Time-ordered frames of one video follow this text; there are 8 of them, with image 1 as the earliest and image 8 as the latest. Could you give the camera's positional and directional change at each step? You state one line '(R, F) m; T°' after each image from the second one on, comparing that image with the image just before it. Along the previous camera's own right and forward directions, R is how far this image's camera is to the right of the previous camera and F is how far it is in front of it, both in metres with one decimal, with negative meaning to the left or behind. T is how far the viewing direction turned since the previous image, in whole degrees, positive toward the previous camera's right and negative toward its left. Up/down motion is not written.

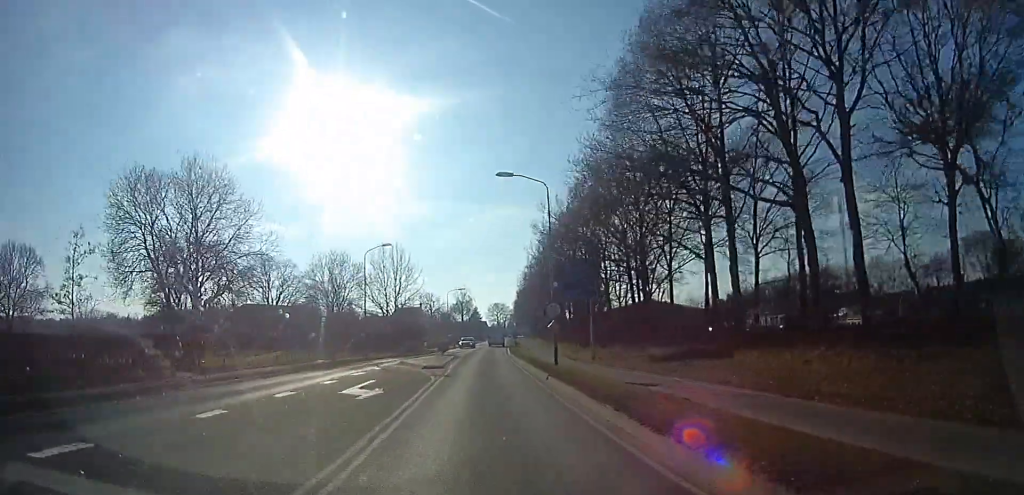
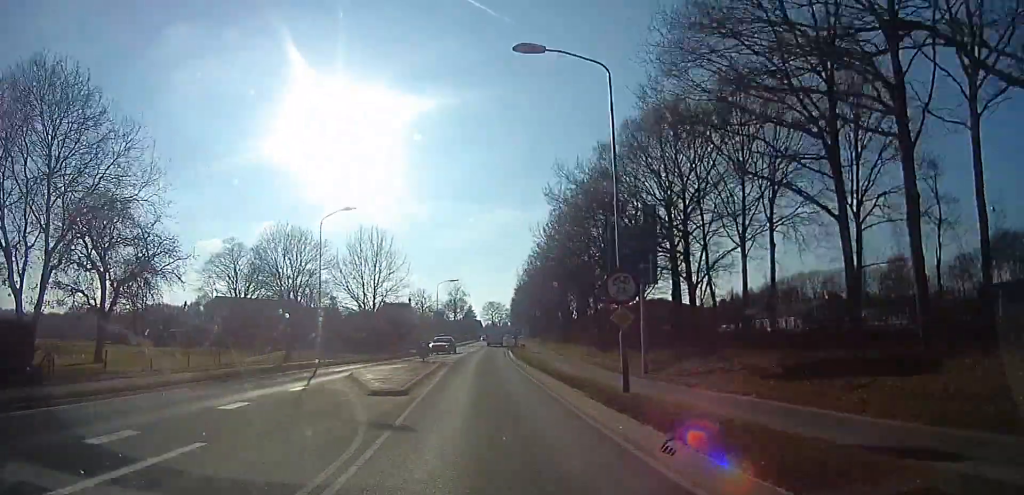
(0.0, +10.2) m; 0°
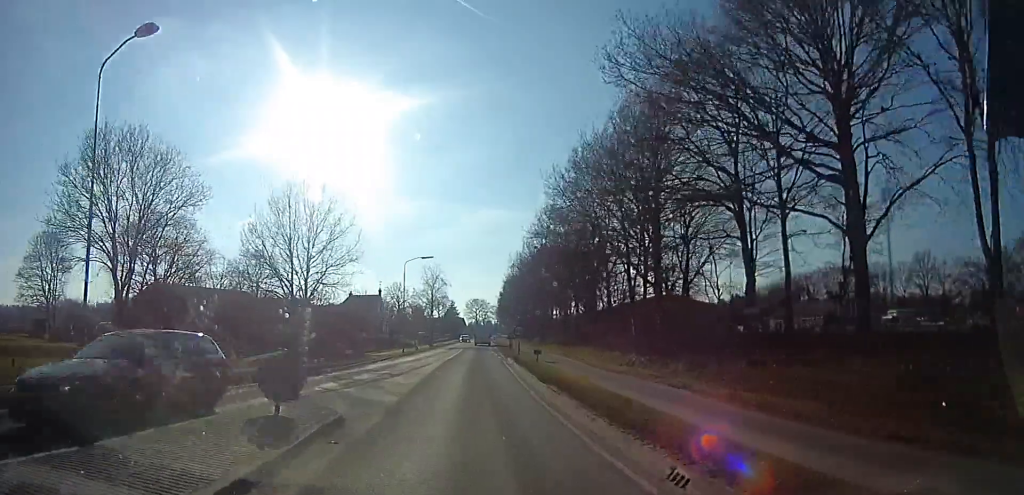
(0.0, +17.1) m; 0°
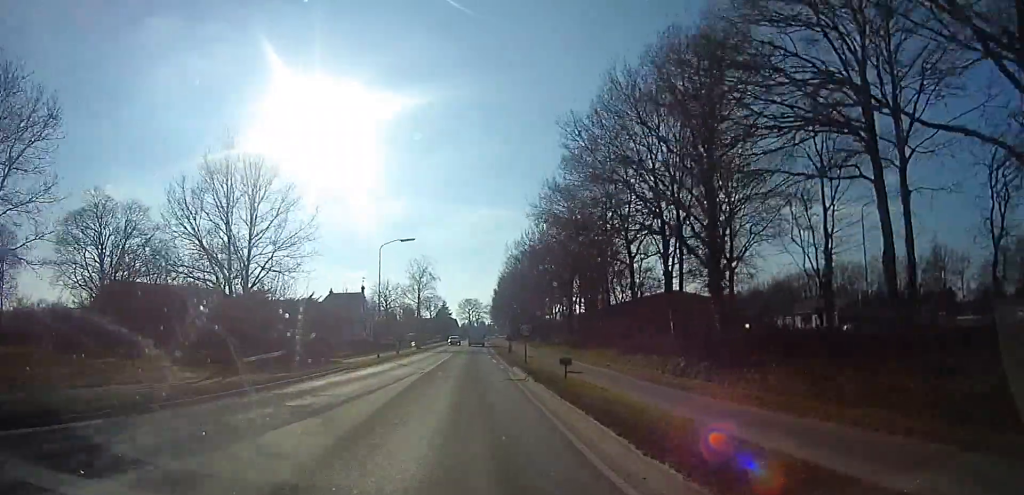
(0.0, +8.6) m; 0°
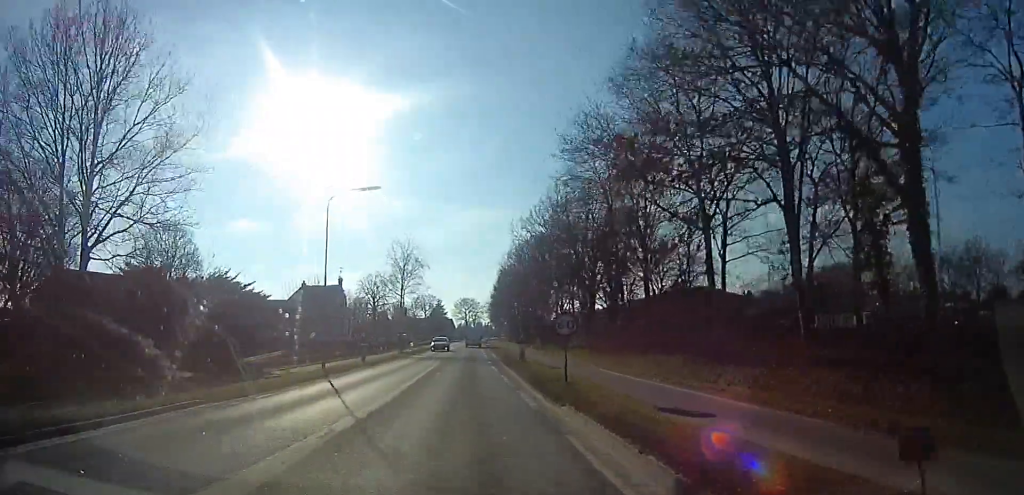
(0.0, +12.5) m; 0°
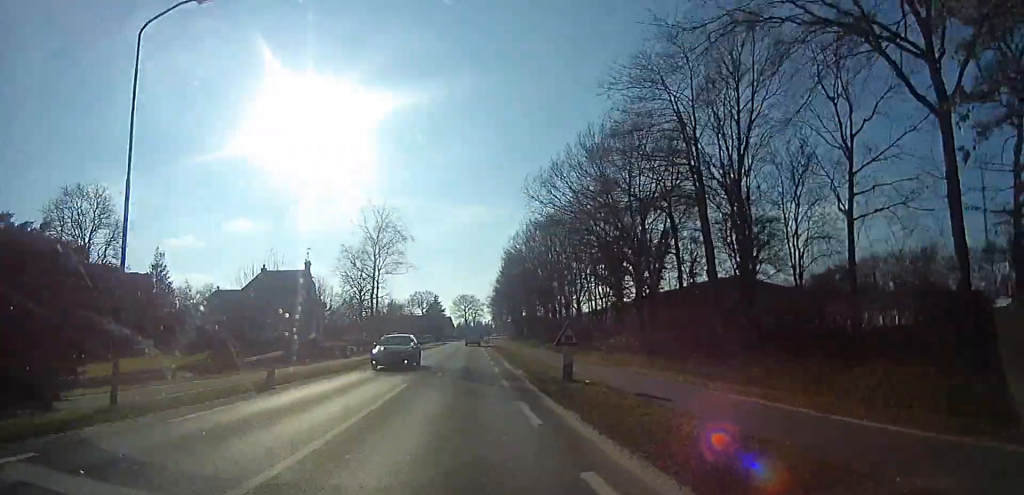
(0.0, +14.2) m; 0°
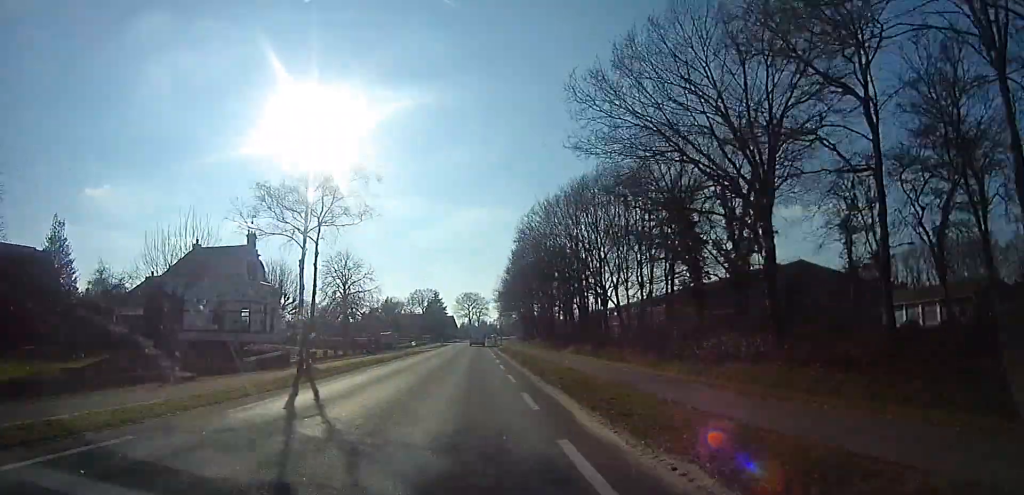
(0.0, +15.9) m; 0°
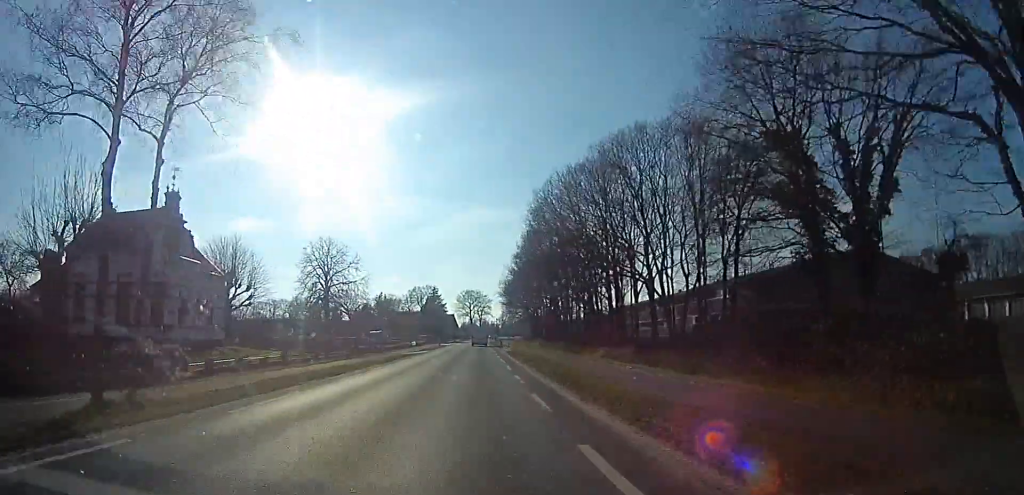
(0.0, +12.0) m; 0°
